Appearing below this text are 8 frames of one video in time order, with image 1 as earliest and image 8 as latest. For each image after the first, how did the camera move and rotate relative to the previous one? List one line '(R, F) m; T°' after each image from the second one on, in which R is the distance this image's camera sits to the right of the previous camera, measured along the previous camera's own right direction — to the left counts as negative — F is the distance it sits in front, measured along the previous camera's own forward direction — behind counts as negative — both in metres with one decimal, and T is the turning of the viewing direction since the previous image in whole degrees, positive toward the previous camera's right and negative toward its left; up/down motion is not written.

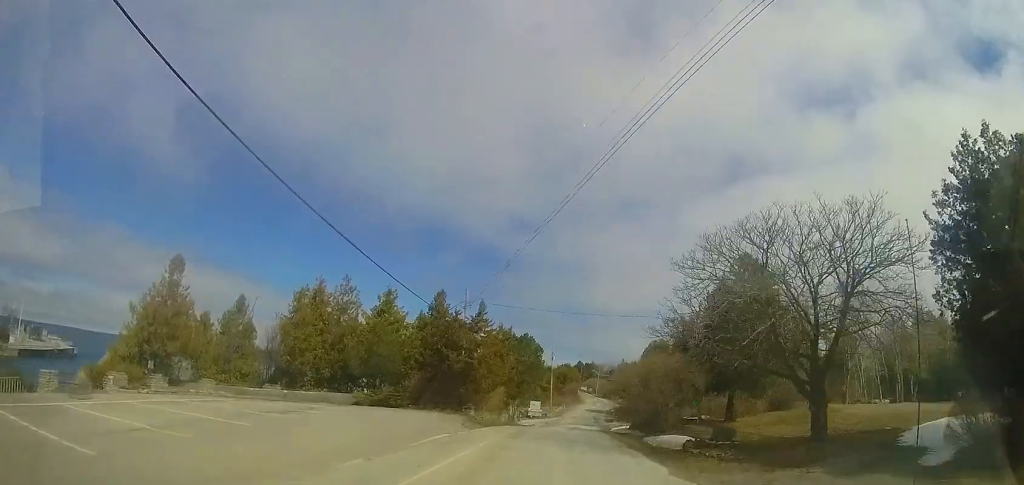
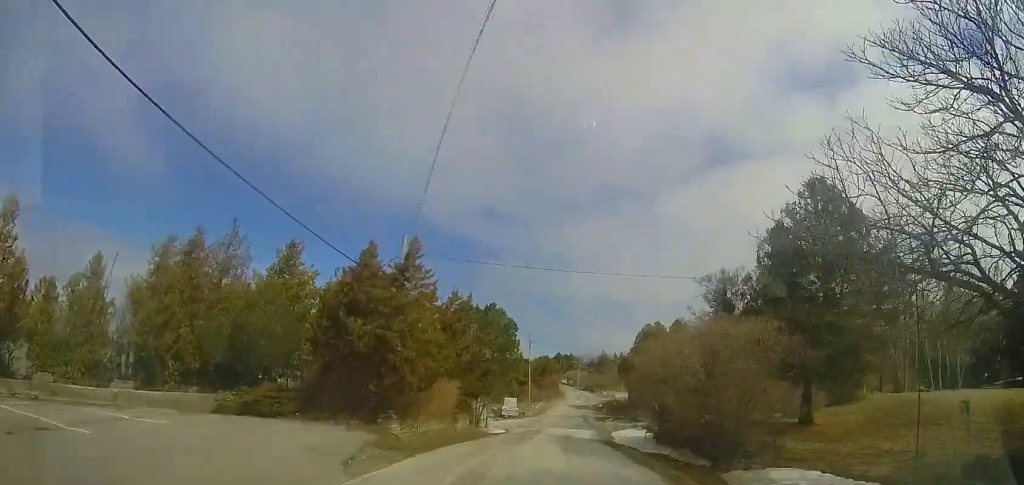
(+0.2, +9.5) m; +3°
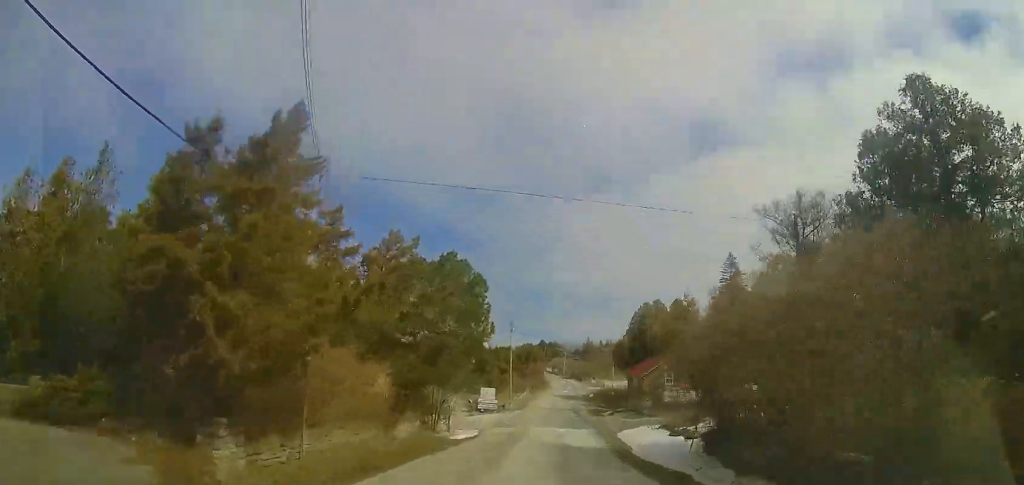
(+0.1, +6.9) m; +2°
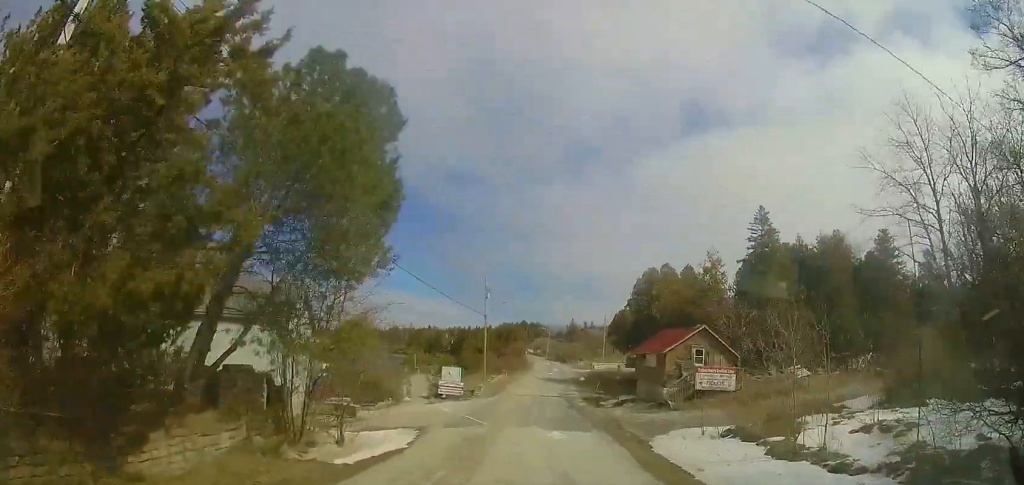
(+0.3, +8.9) m; +3°
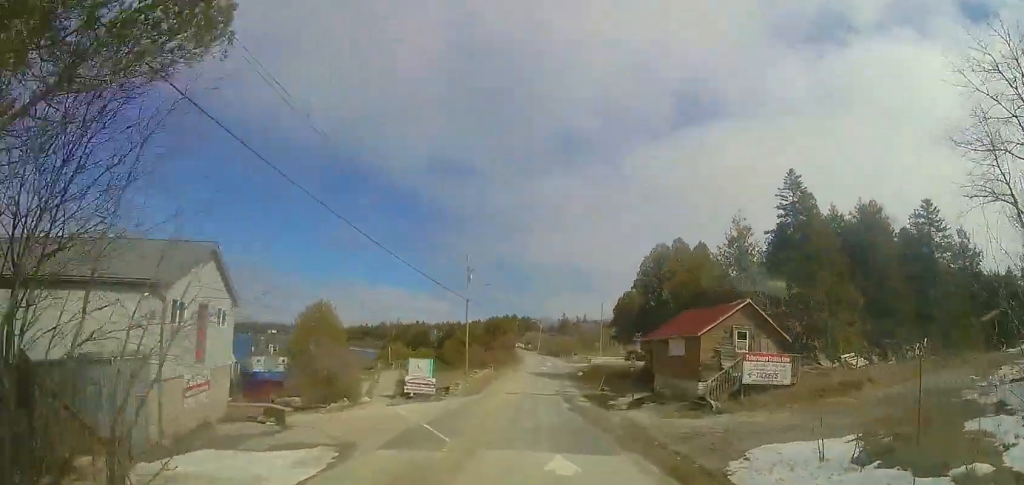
(0.0, +5.7) m; +2°
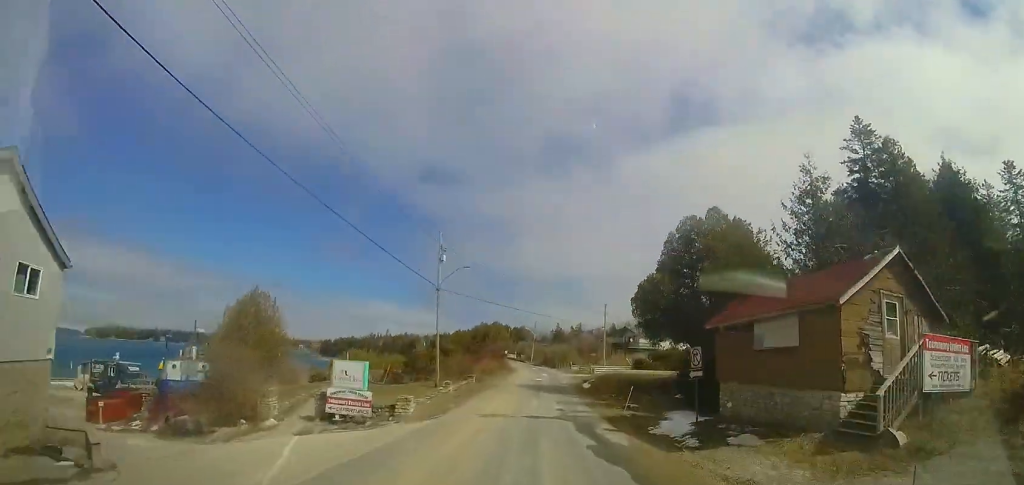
(+0.2, +8.5) m; +1°
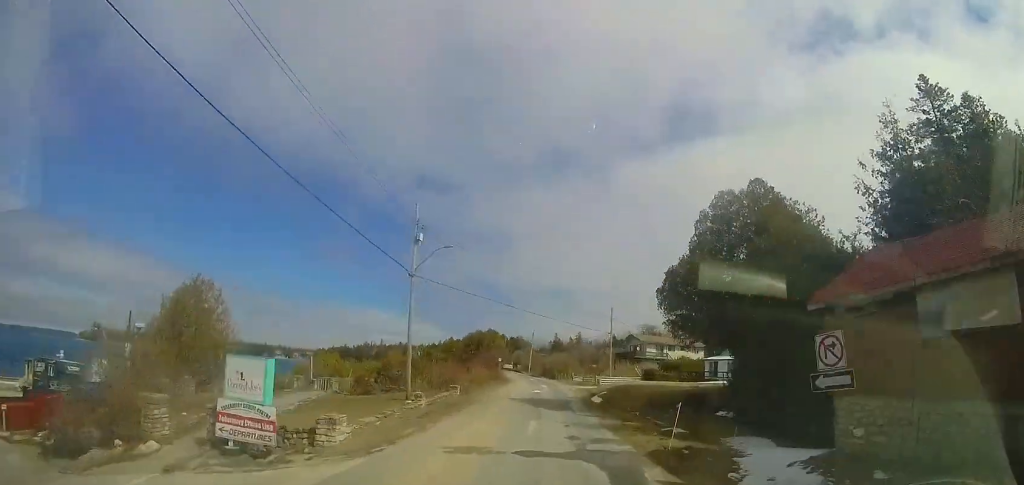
(0.0, +5.7) m; 0°
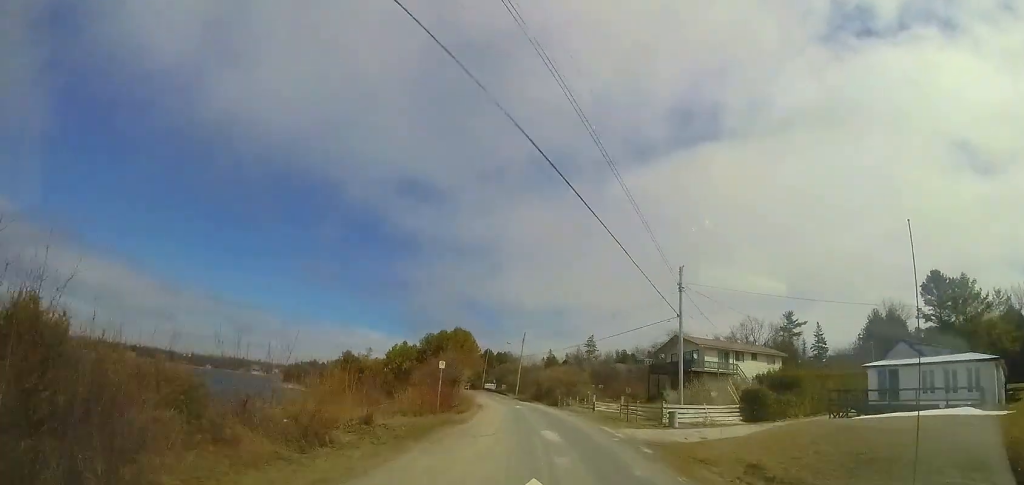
(-0.9, +24.8) m; -1°
